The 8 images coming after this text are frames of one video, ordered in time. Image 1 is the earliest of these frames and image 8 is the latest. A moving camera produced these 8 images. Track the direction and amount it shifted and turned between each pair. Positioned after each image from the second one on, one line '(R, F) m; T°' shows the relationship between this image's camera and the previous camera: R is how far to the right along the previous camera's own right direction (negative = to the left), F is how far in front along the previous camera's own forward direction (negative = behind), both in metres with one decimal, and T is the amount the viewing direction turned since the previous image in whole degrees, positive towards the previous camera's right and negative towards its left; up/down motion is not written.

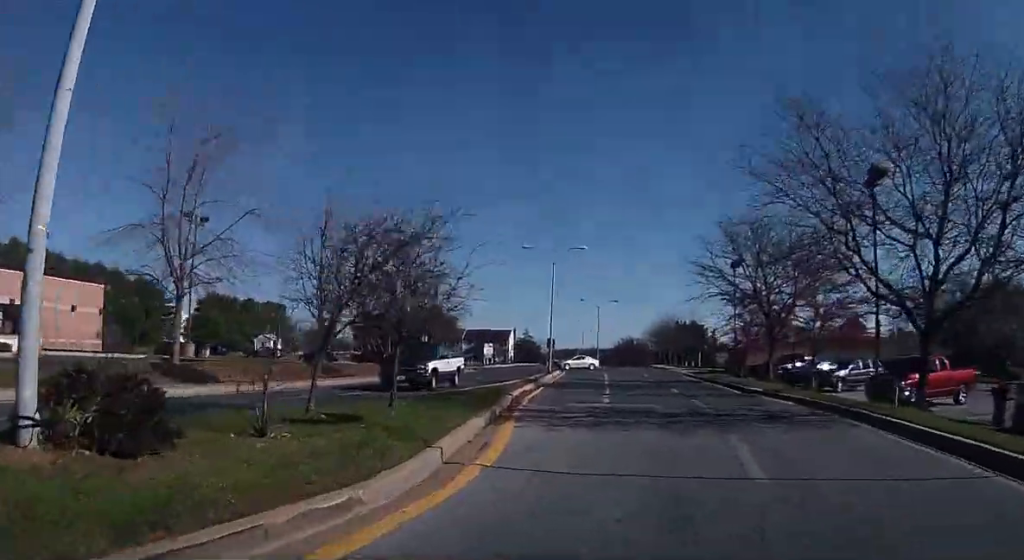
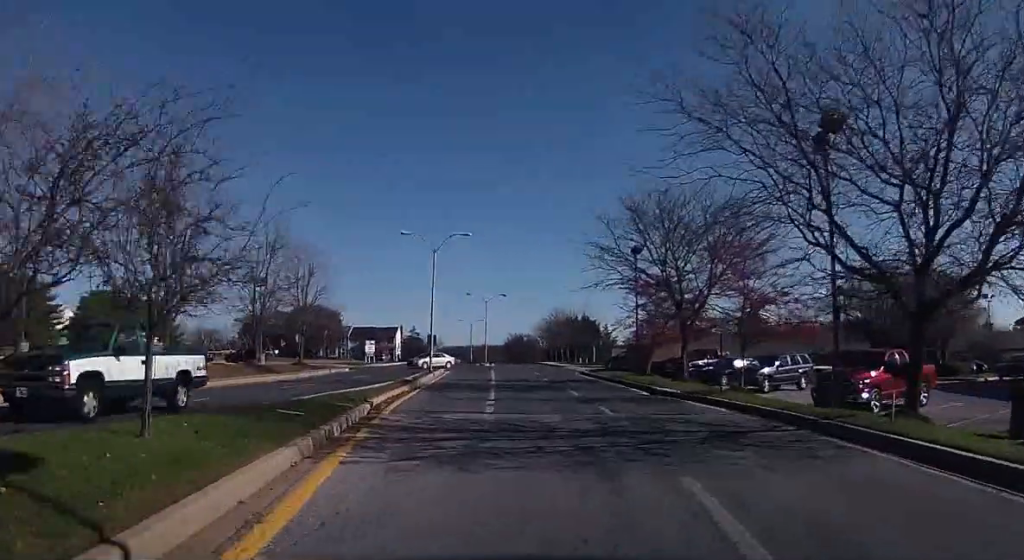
(+0.7, +3.9) m; +11°
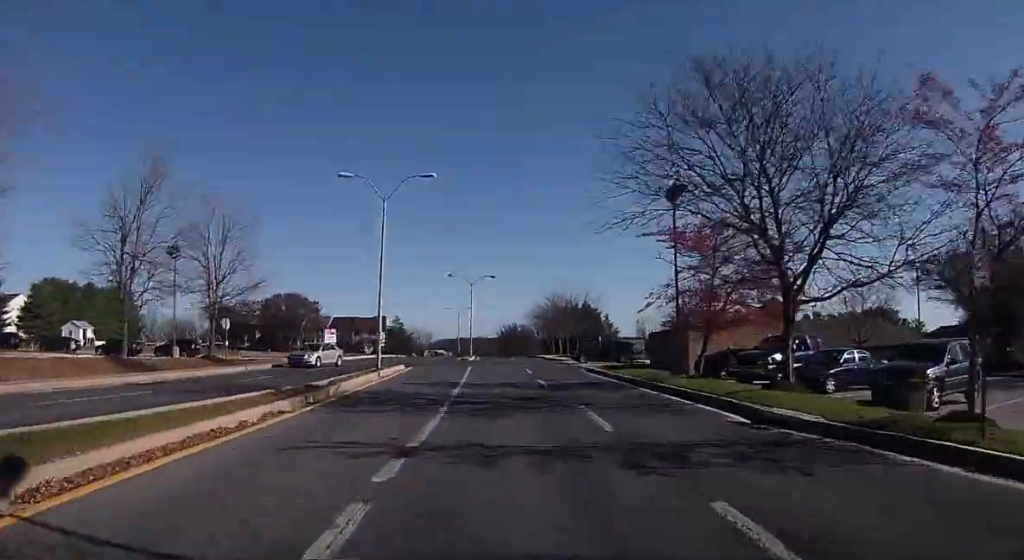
(+1.1, +12.0) m; +3°
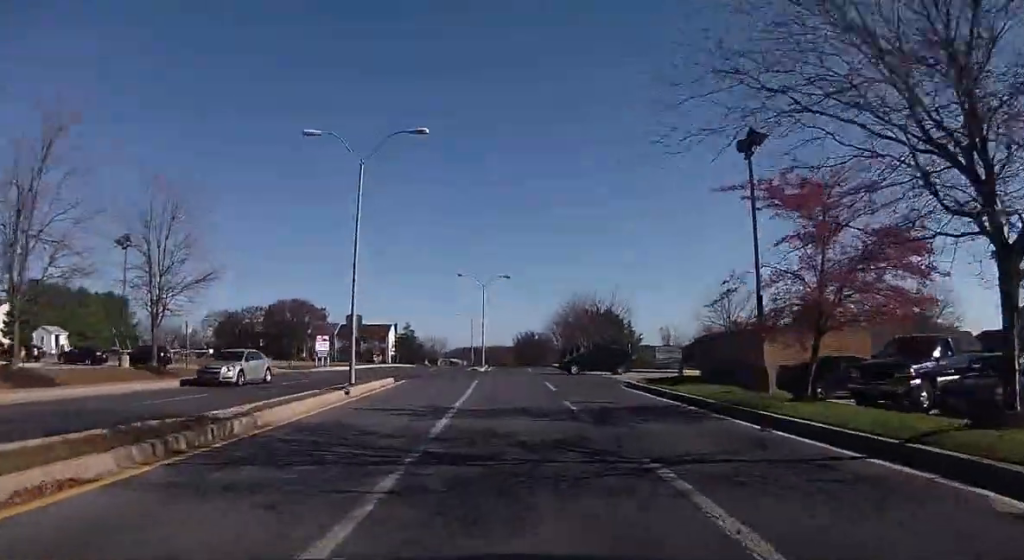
(-0.2, +7.4) m; +1°
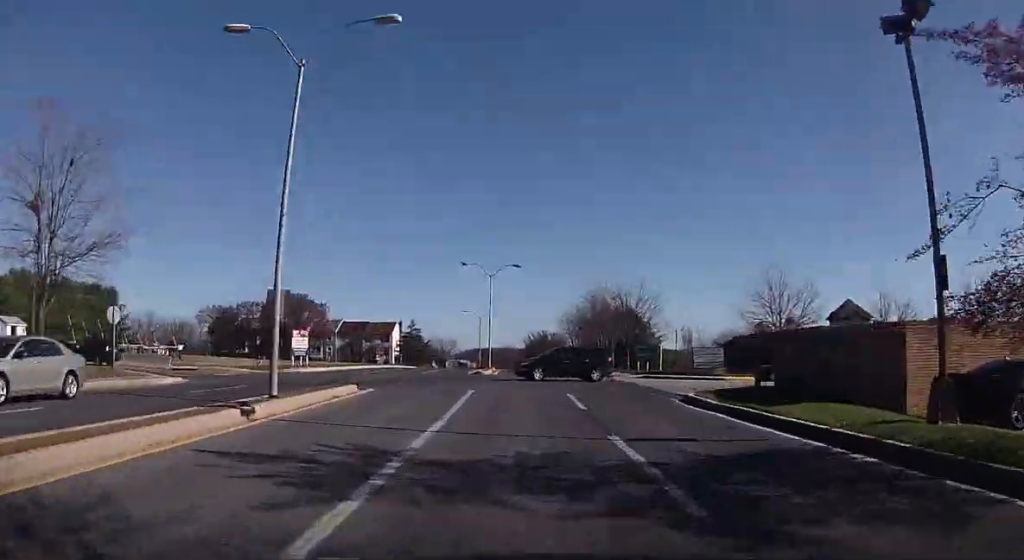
(+0.3, +9.2) m; -1°
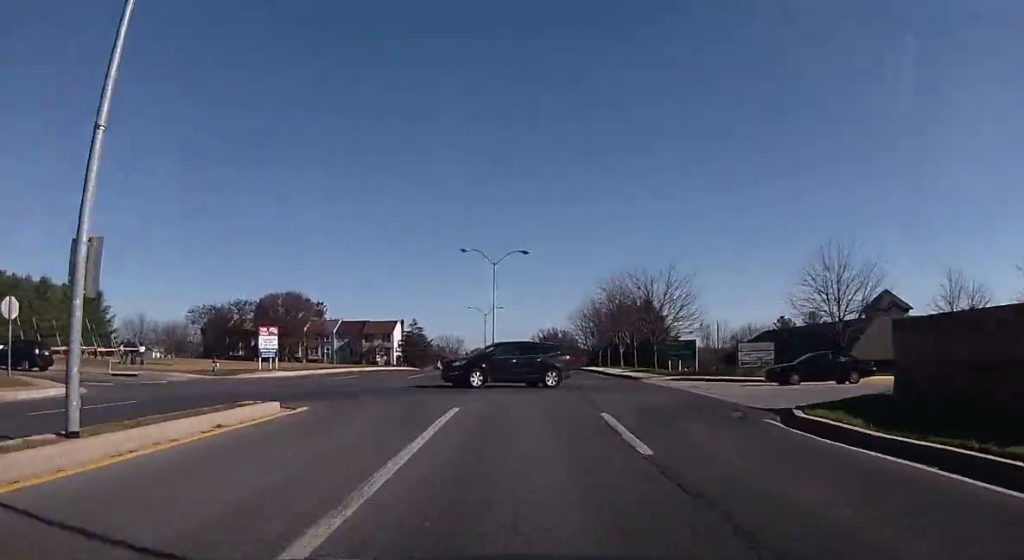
(-0.3, +8.0) m; -1°
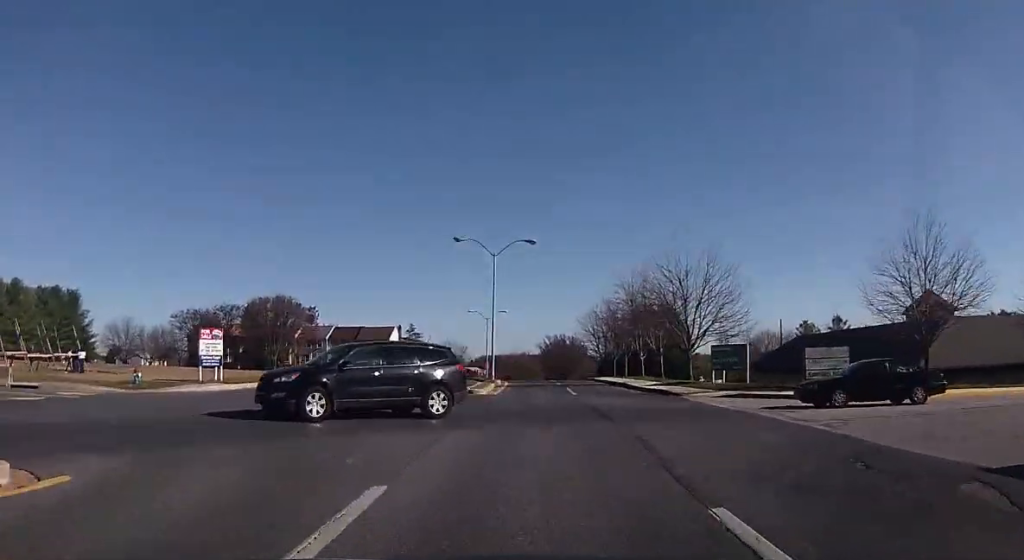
(-0.1, +9.2) m; -1°
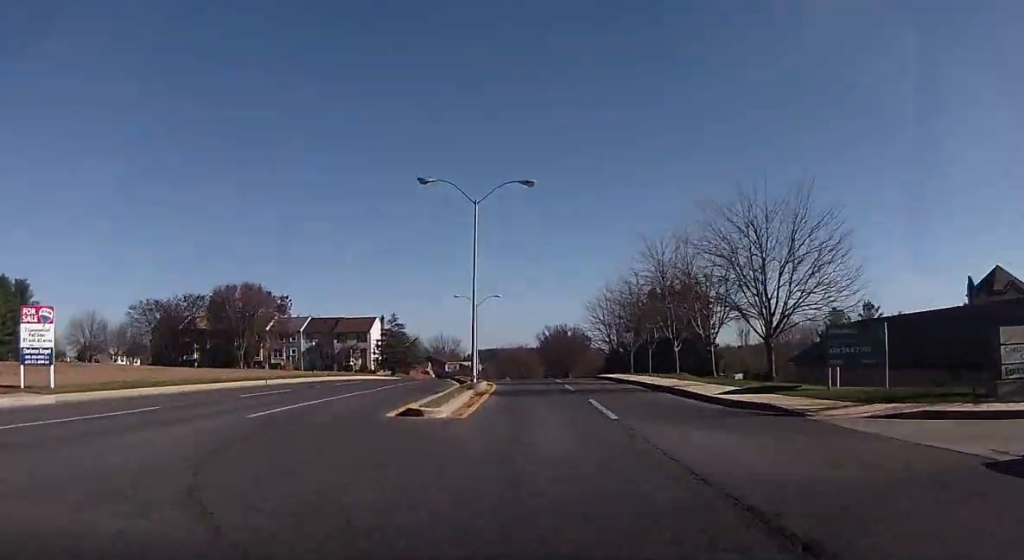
(-0.1, +14.3) m; 0°
